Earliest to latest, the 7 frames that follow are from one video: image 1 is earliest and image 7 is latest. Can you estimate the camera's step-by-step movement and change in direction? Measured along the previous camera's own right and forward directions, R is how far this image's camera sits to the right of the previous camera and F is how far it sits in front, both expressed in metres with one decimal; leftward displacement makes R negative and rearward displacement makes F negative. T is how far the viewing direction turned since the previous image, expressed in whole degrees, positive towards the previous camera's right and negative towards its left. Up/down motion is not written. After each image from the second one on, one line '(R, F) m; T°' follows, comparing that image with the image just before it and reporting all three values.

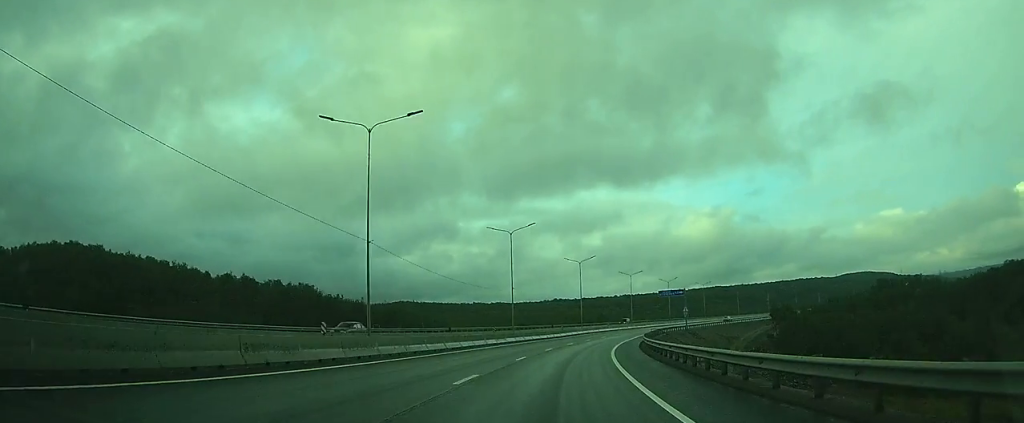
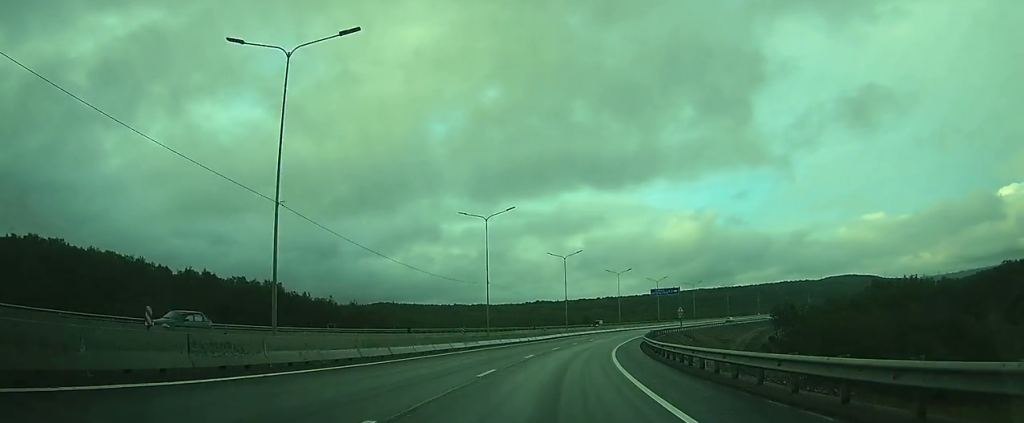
(+0.1, +8.6) m; +1°
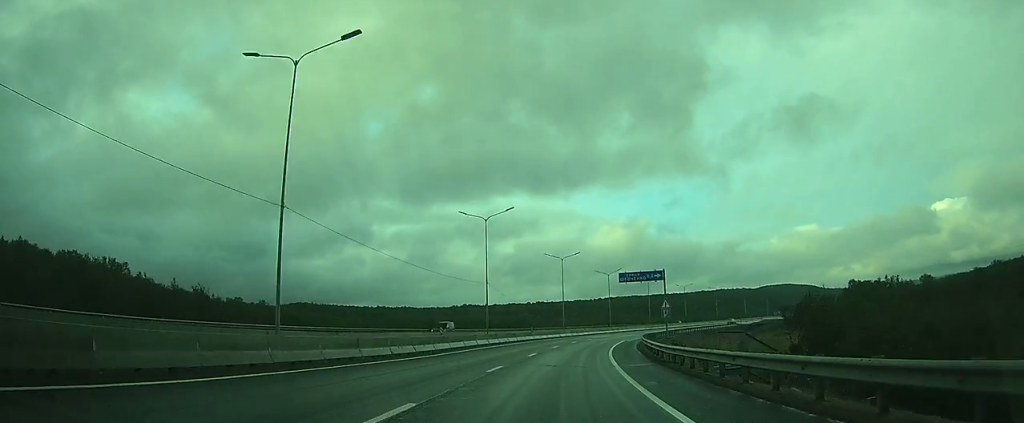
(+1.1, +31.9) m; +6°
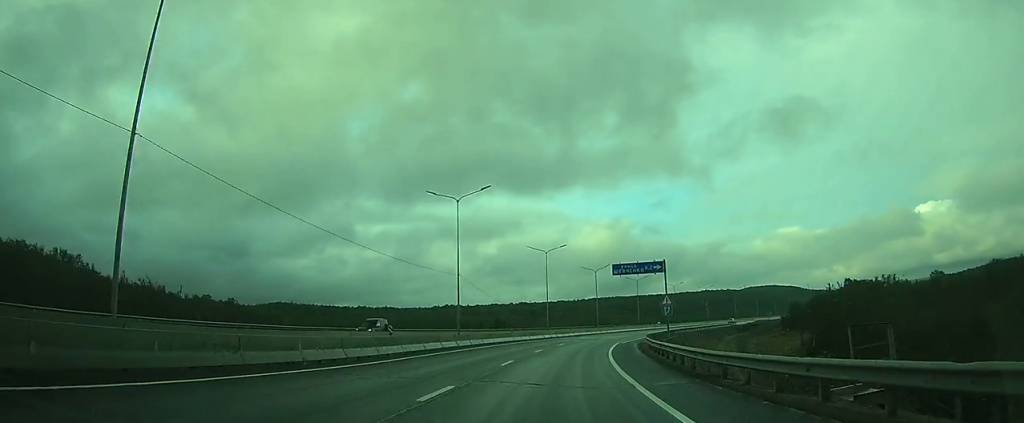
(+0.3, +8.0) m; +2°
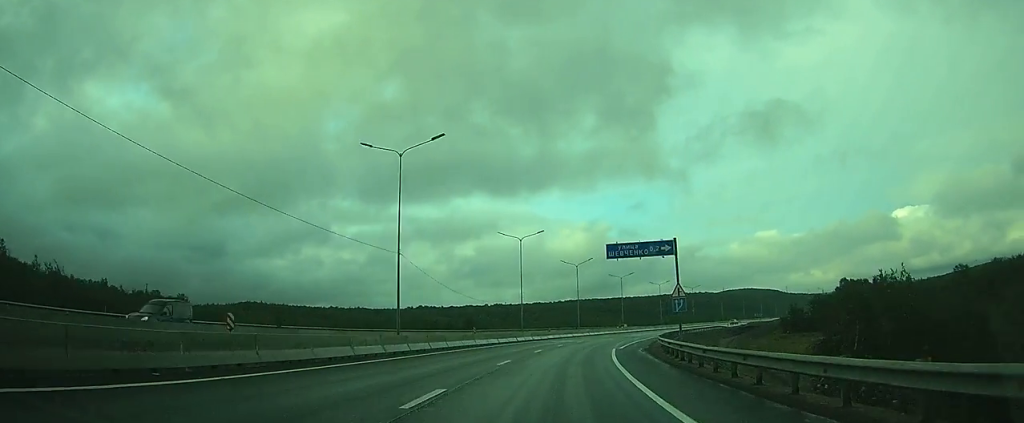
(+0.4, +12.2) m; +4°
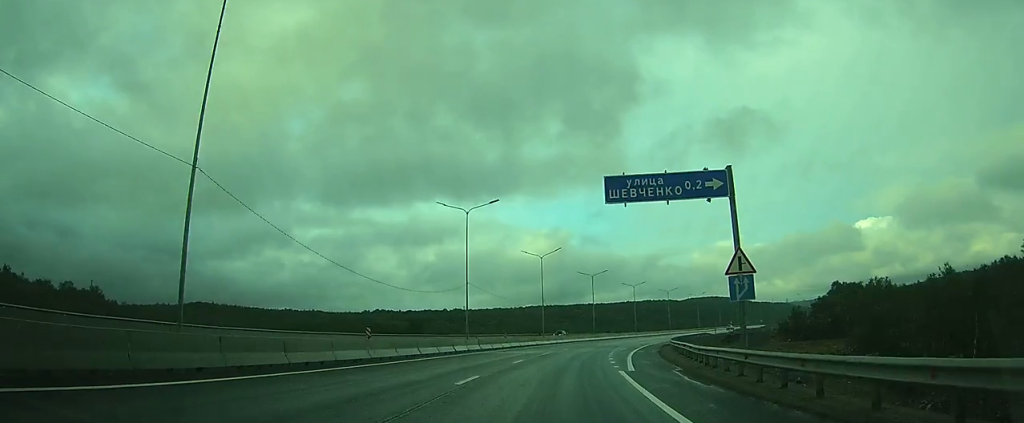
(+0.6, +18.1) m; +8°
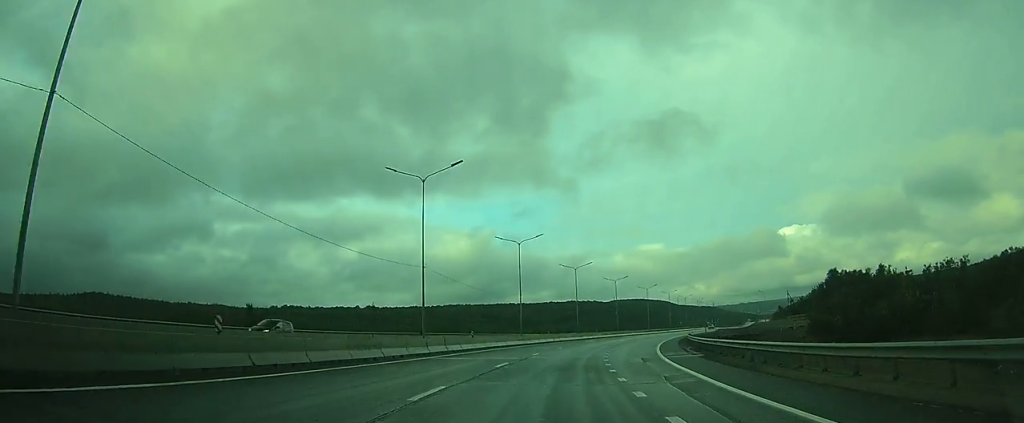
(+4.6, +40.2) m; +9°
